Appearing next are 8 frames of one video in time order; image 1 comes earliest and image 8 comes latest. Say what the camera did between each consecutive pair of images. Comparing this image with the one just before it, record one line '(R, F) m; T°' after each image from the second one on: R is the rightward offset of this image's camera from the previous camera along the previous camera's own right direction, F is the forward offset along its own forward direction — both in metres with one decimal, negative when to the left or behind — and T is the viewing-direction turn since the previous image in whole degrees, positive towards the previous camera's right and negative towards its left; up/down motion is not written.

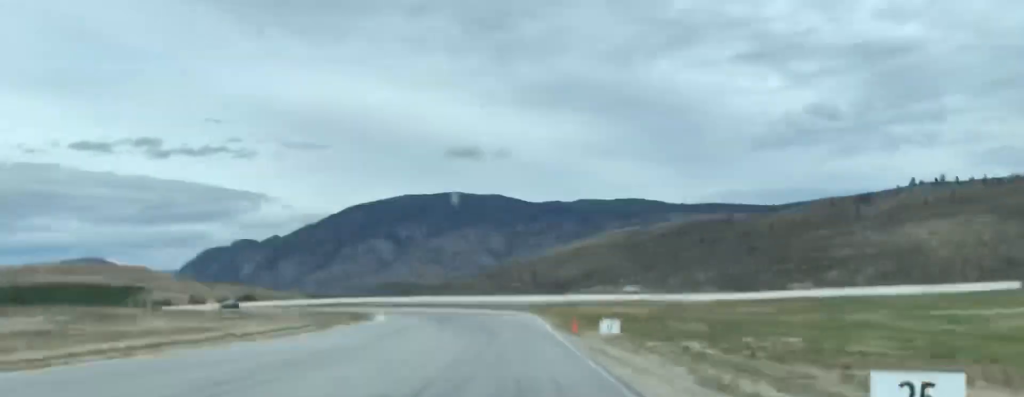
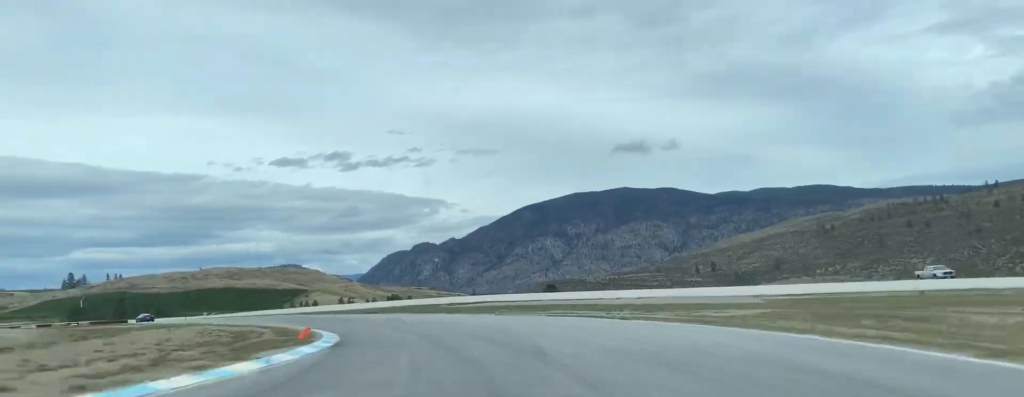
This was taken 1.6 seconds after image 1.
(-5.0, +66.6) m; -14°
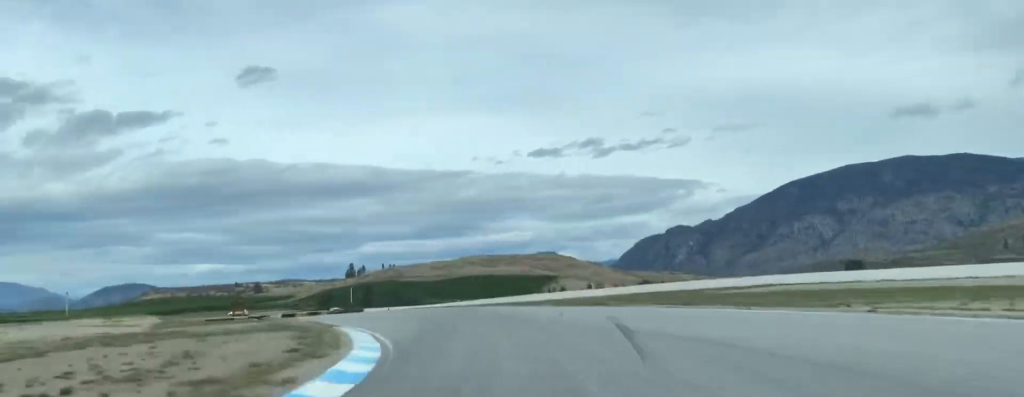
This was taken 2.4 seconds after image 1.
(-3.3, +31.7) m; -13°
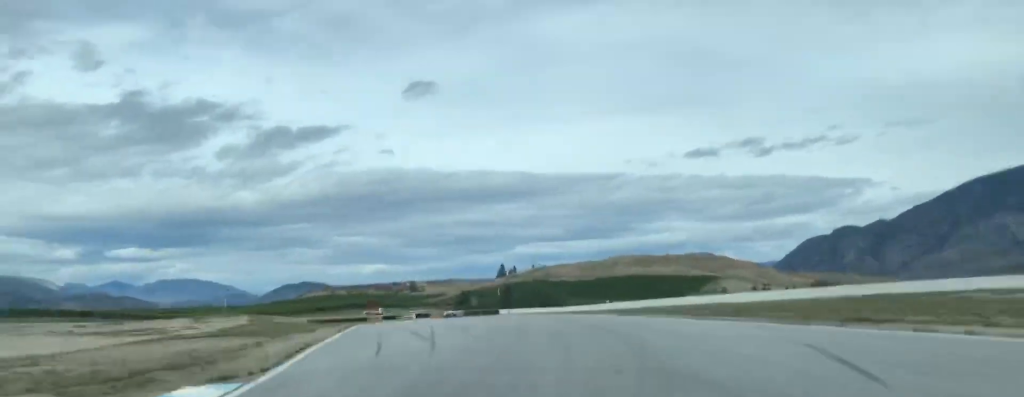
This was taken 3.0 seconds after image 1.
(-2.1, +21.8) m; -9°
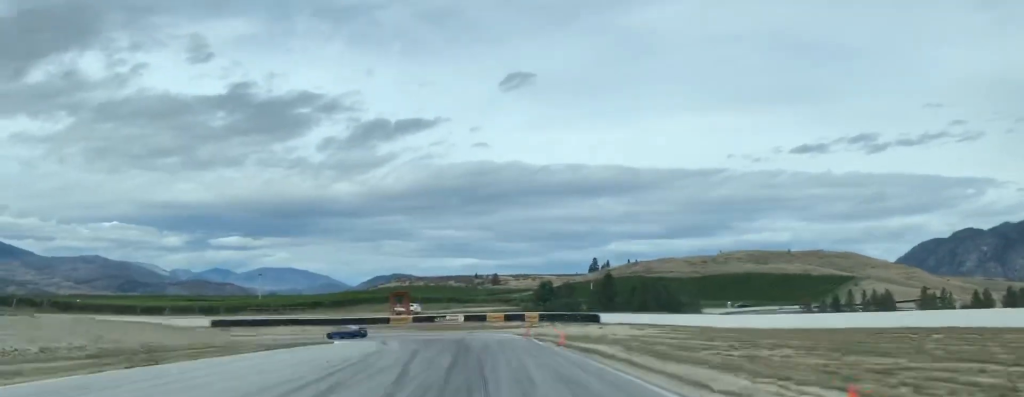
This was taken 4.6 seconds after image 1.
(-7.3, +59.0) m; -10°
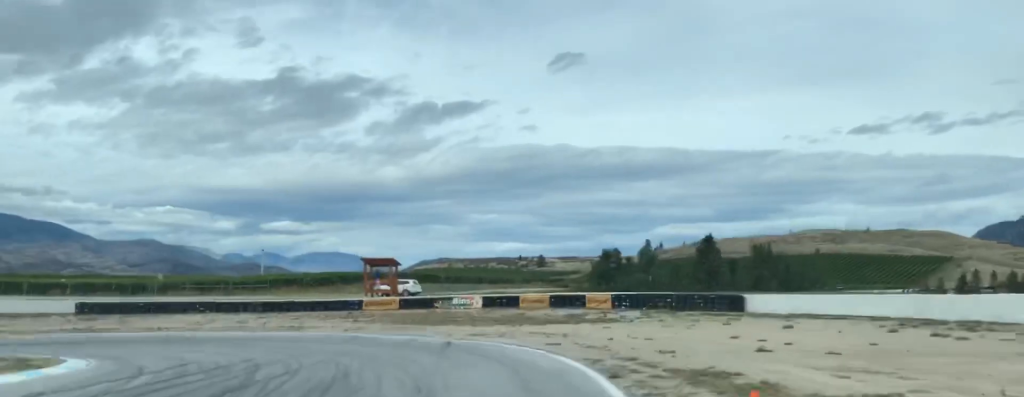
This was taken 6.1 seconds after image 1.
(-0.9, +42.8) m; -6°
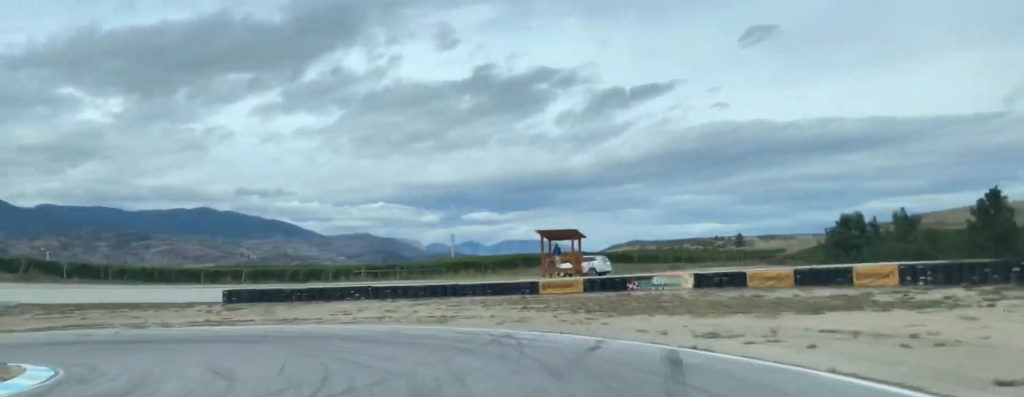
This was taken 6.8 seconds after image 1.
(-0.7, +16.8) m; -12°
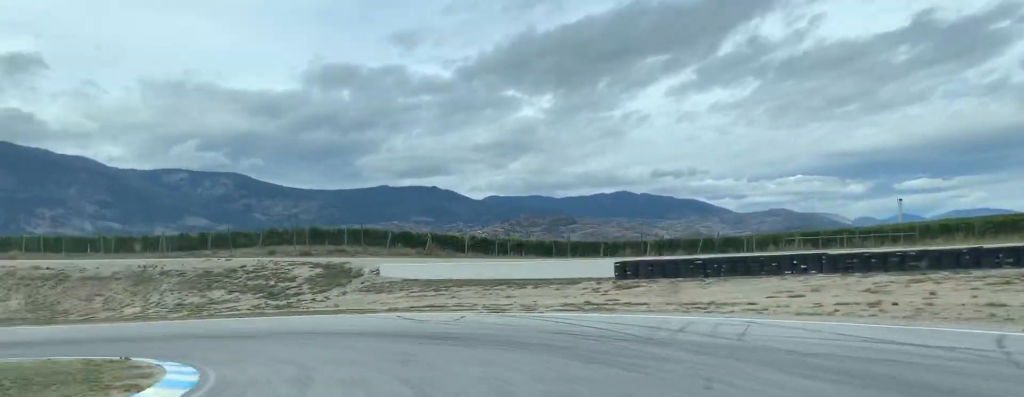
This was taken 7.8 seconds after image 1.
(-4.3, +19.6) m; -28°
